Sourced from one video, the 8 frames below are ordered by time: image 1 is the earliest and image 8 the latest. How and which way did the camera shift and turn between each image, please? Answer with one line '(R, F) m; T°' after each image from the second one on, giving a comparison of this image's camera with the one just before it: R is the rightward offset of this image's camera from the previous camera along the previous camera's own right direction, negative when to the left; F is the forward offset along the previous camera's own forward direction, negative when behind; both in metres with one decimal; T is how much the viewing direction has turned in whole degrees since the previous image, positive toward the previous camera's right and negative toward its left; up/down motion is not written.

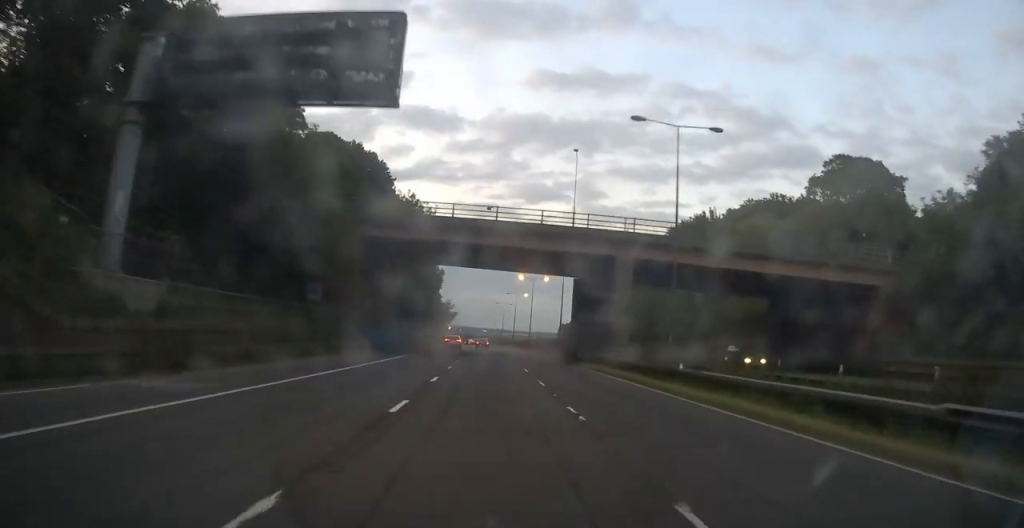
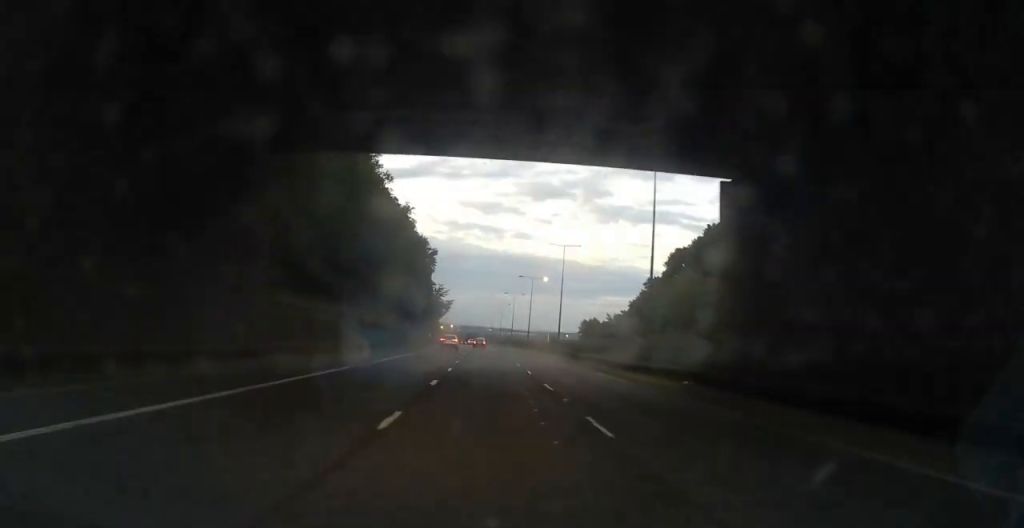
(0.0, +37.2) m; 0°
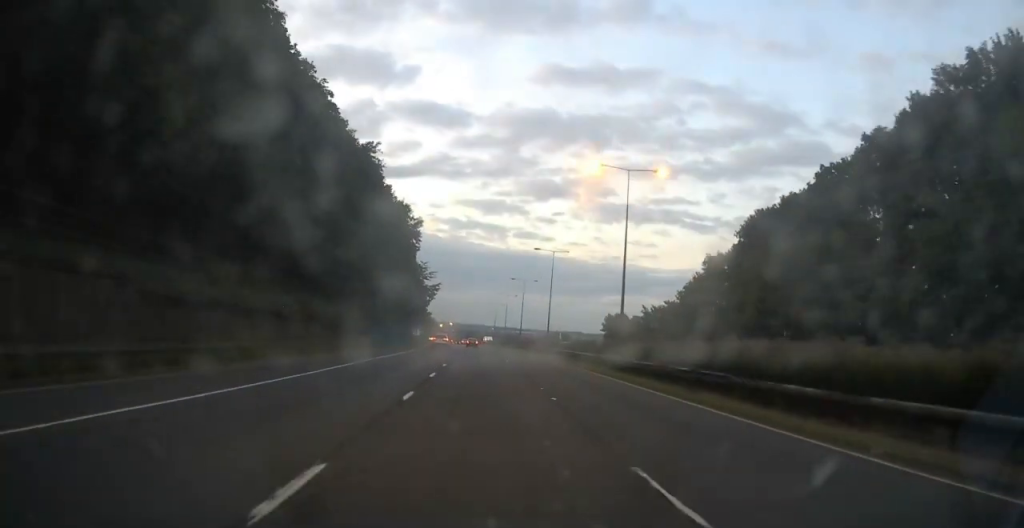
(-0.2, +32.2) m; -1°
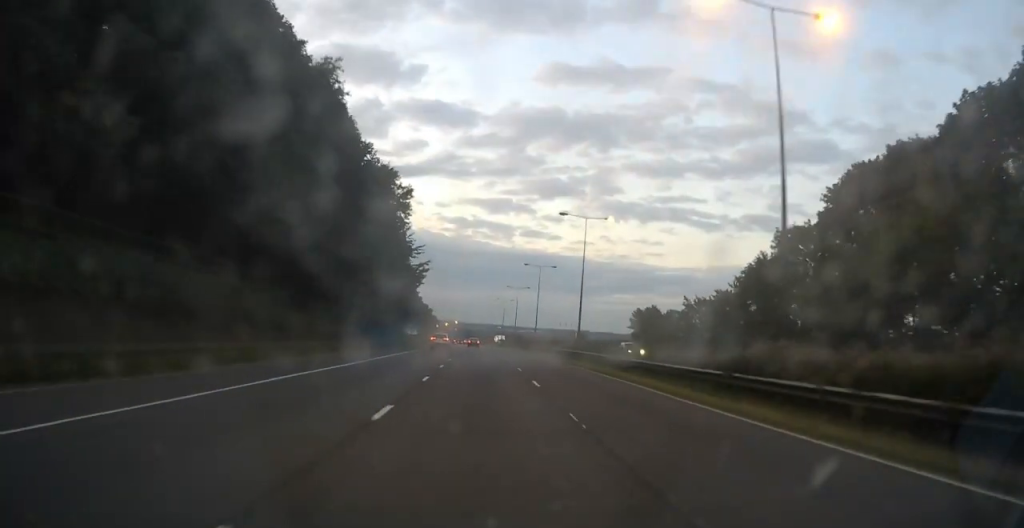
(0.0, +20.7) m; 0°
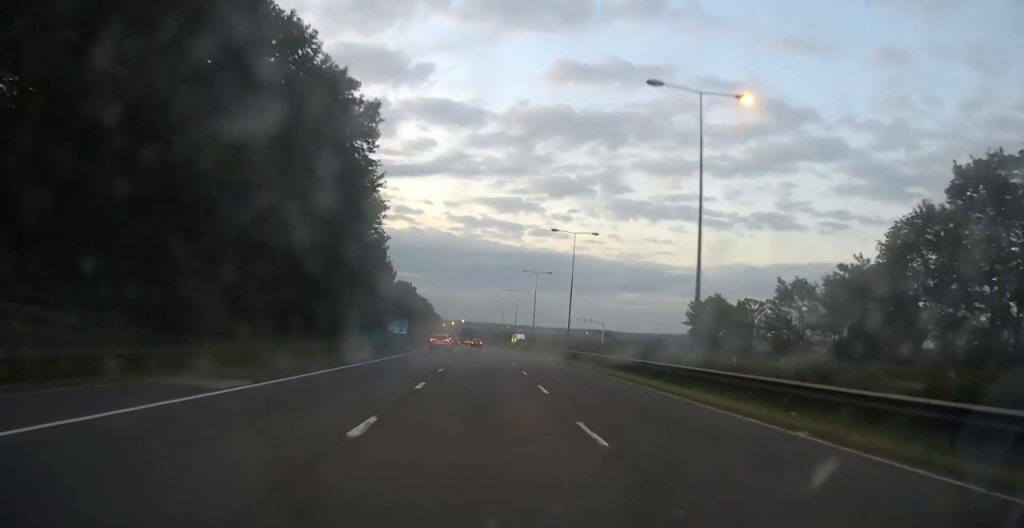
(-0.1, +28.8) m; 0°
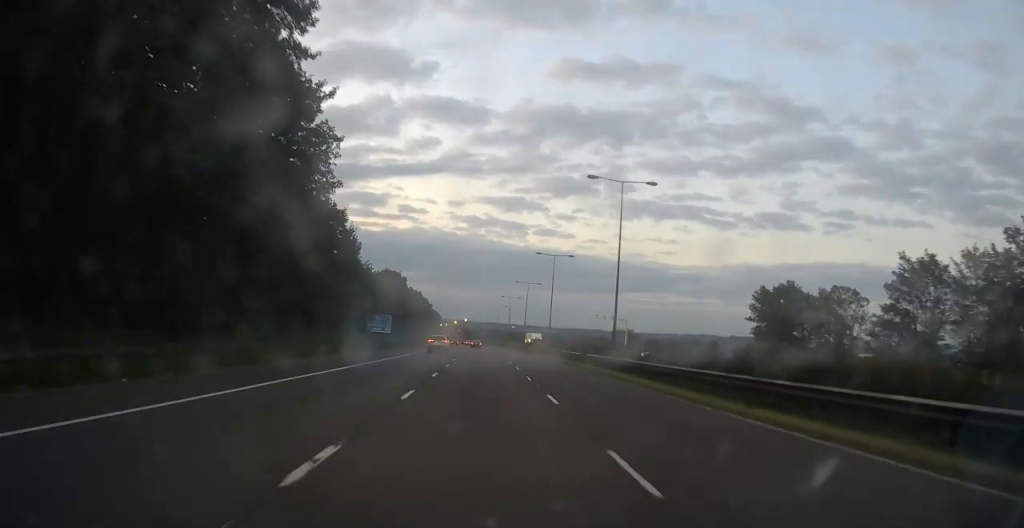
(0.0, +20.7) m; -1°
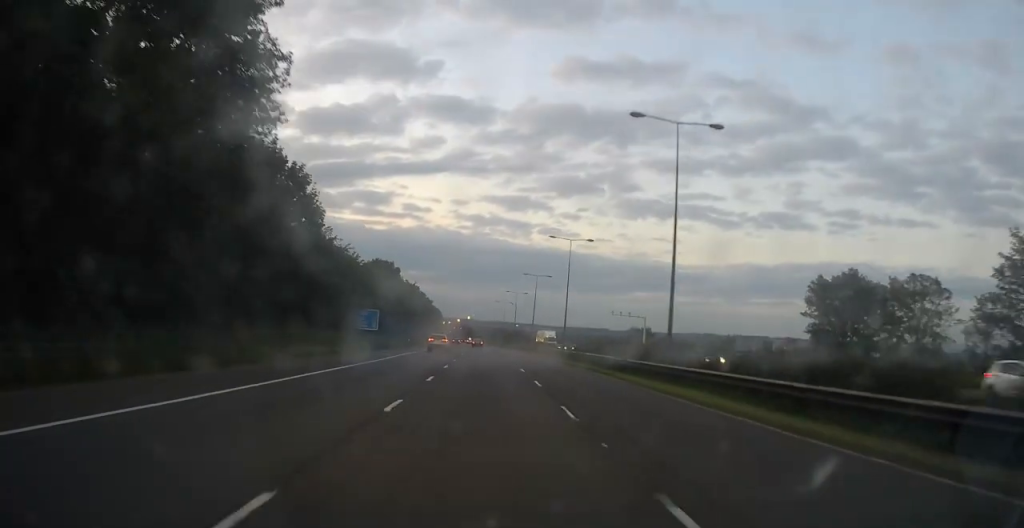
(+0.1, +11.7) m; 0°
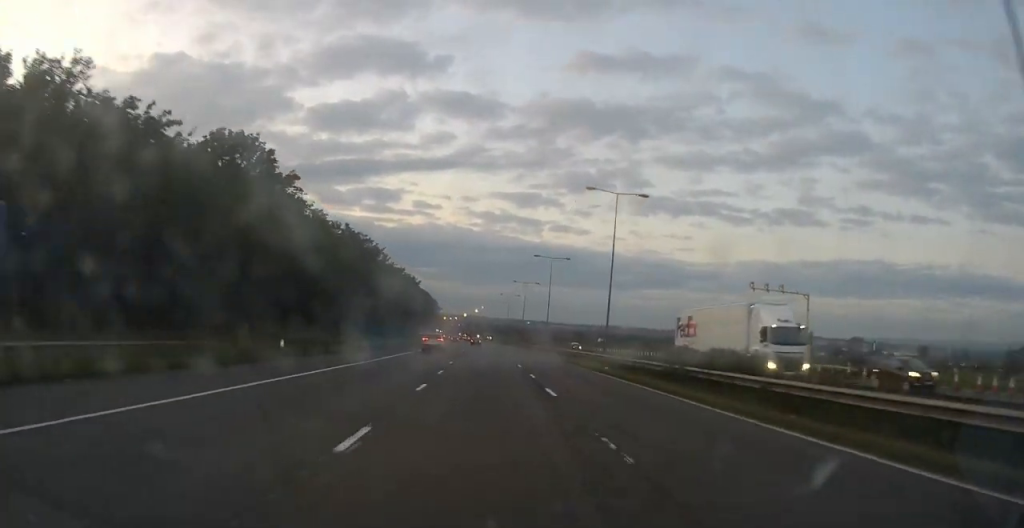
(-1.4, +56.9) m; -2°
